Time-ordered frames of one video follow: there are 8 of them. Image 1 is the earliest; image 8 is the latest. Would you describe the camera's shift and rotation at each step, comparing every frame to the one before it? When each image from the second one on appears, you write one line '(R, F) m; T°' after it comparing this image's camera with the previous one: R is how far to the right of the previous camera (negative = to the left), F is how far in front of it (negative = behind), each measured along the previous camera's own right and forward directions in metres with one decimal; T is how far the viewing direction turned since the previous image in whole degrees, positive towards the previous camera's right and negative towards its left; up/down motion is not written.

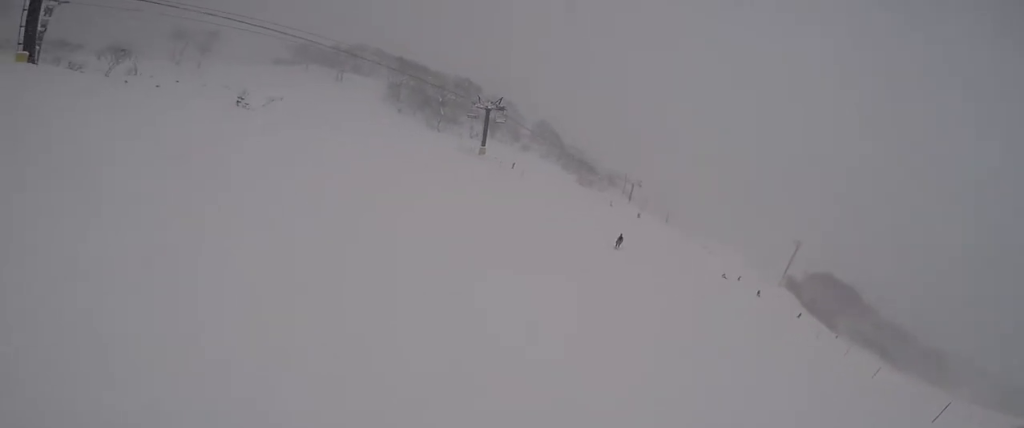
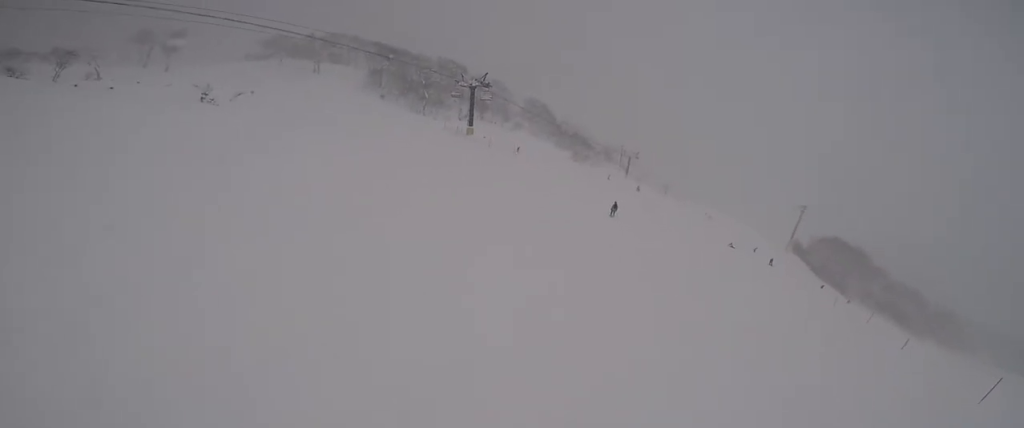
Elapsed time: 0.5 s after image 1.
(-0.2, +2.2) m; -12°
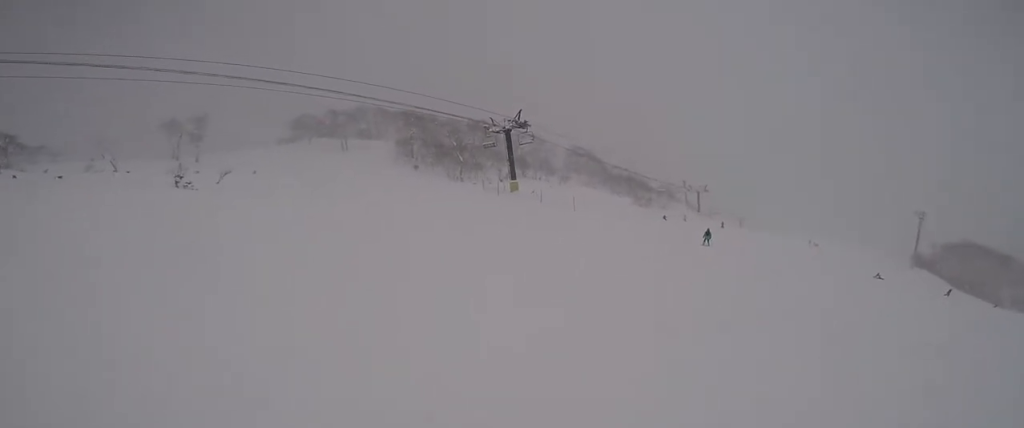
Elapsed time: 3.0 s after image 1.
(-3.4, +12.1) m; -7°
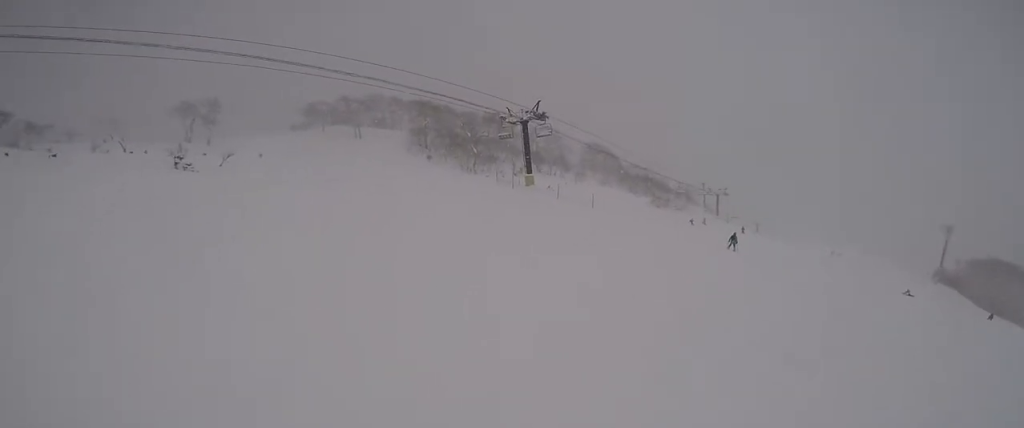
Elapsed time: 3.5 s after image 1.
(+0.1, +1.9) m; +5°
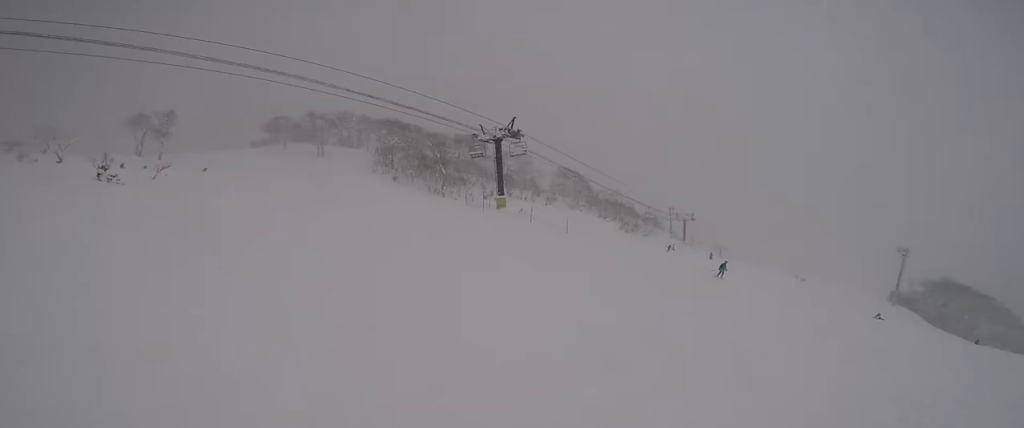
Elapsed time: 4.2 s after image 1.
(+1.1, +2.7) m; +5°
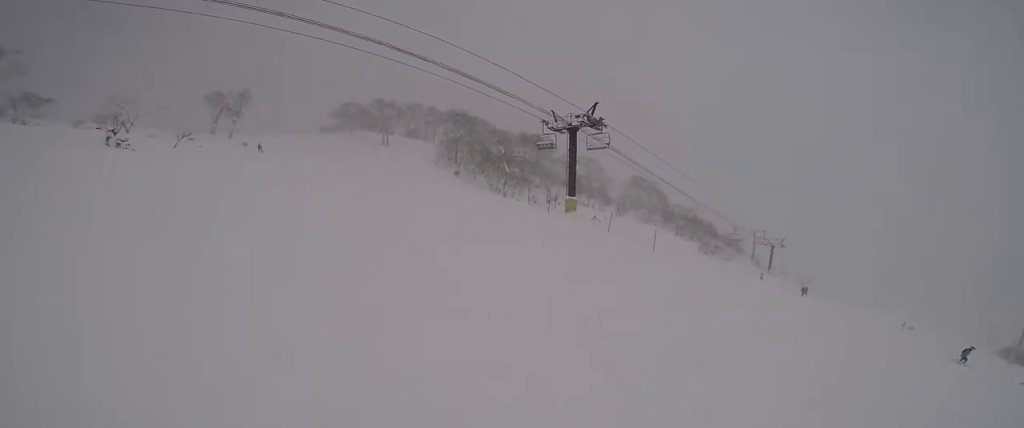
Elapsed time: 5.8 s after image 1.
(-1.9, +6.1) m; -19°
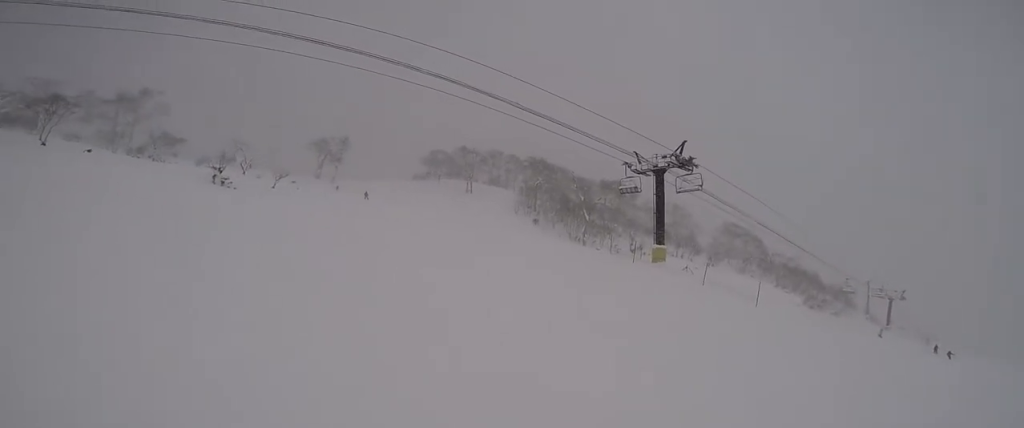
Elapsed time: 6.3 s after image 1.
(-0.3, +1.6) m; +2°
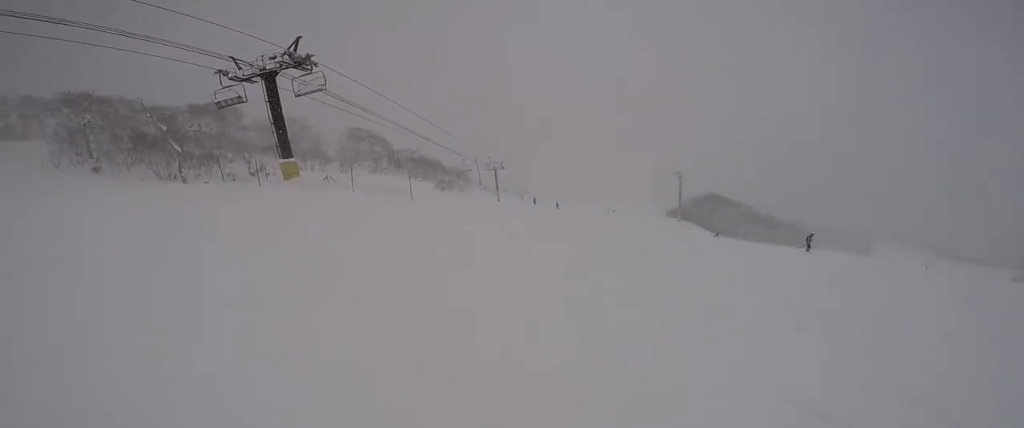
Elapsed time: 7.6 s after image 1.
(+1.4, +3.7) m; +33°
